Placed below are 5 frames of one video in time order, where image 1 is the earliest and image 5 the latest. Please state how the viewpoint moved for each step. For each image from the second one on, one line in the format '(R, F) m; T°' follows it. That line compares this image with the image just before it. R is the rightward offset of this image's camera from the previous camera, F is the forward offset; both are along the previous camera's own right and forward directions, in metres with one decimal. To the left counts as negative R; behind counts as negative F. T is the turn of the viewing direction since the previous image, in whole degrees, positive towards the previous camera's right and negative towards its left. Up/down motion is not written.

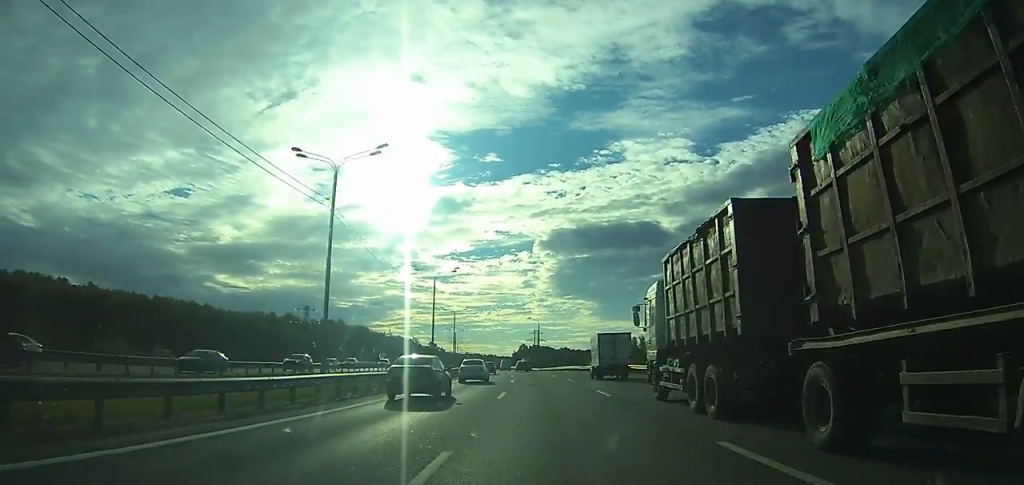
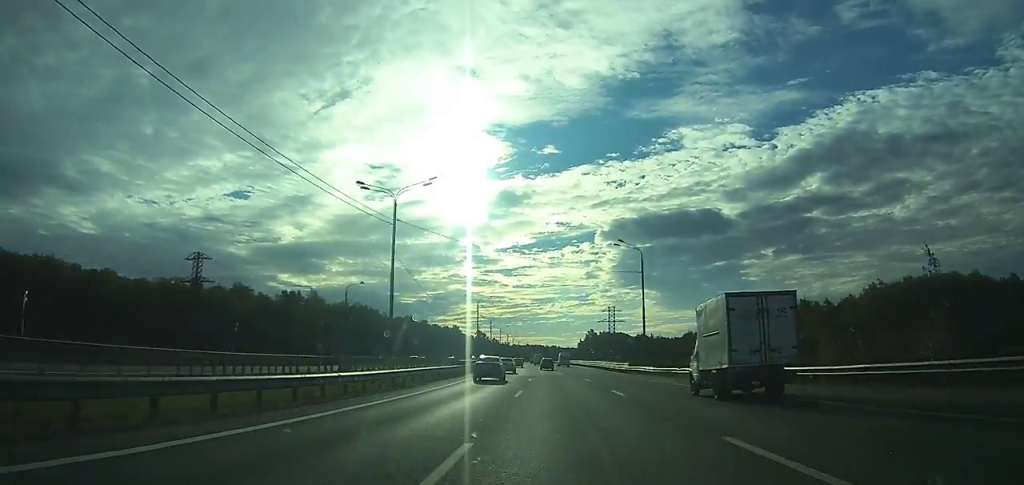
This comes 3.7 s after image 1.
(-4.5, +92.4) m; -6°
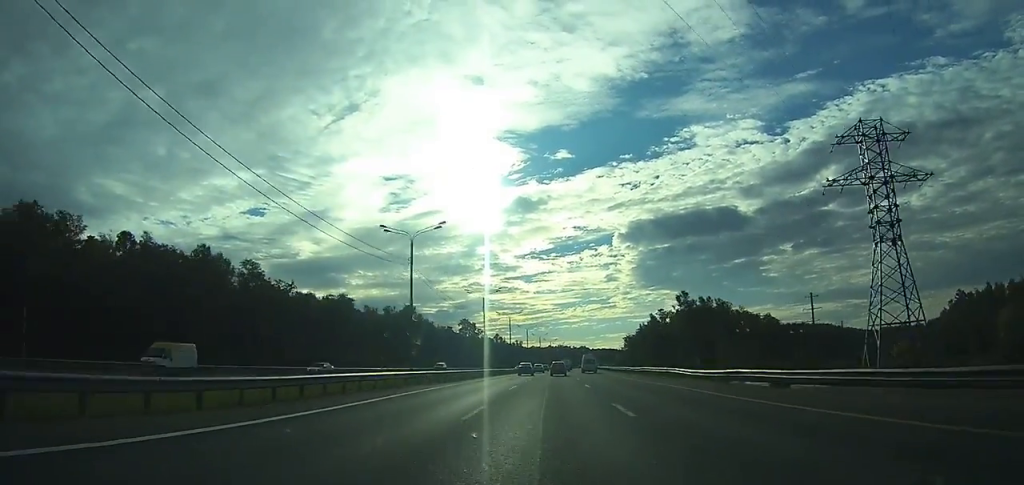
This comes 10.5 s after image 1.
(-5.8, +178.7) m; -3°
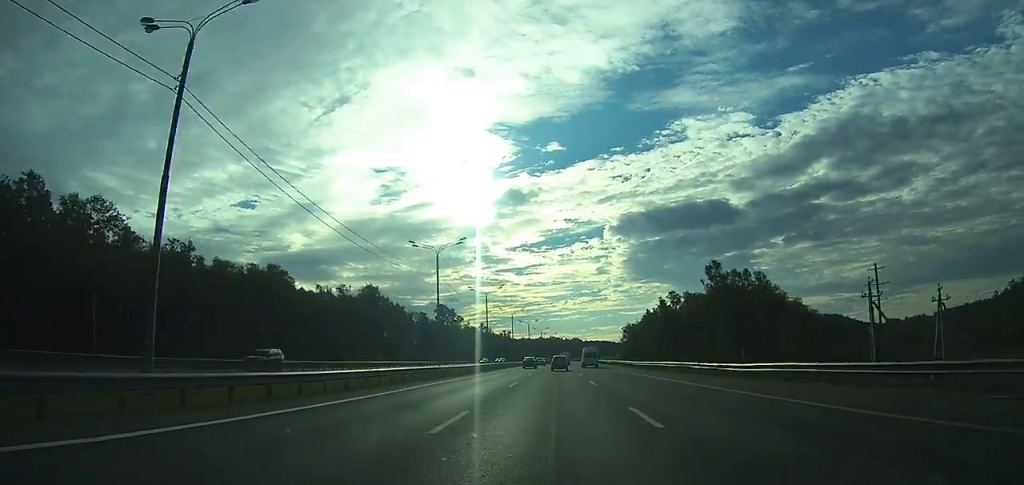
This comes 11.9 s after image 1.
(0.0, +34.9) m; 0°
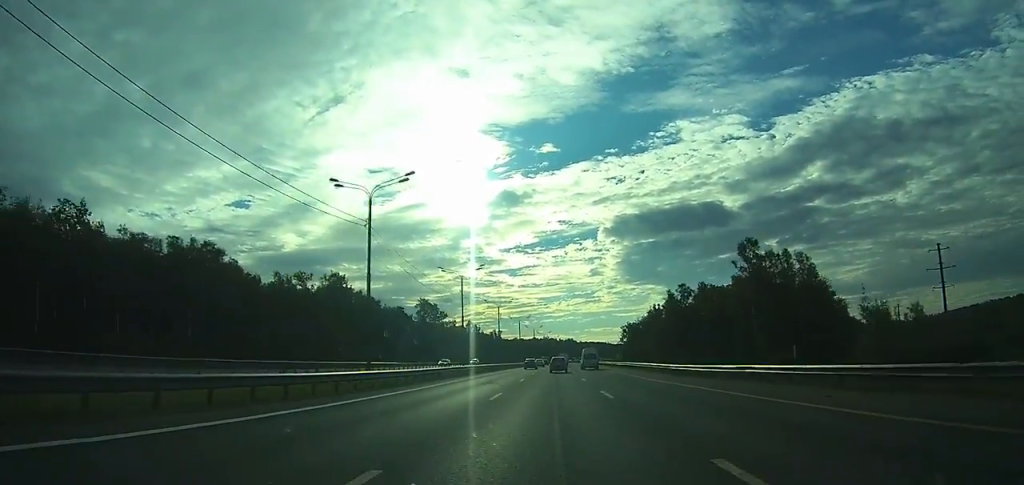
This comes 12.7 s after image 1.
(+0.1, +22.2) m; 0°
